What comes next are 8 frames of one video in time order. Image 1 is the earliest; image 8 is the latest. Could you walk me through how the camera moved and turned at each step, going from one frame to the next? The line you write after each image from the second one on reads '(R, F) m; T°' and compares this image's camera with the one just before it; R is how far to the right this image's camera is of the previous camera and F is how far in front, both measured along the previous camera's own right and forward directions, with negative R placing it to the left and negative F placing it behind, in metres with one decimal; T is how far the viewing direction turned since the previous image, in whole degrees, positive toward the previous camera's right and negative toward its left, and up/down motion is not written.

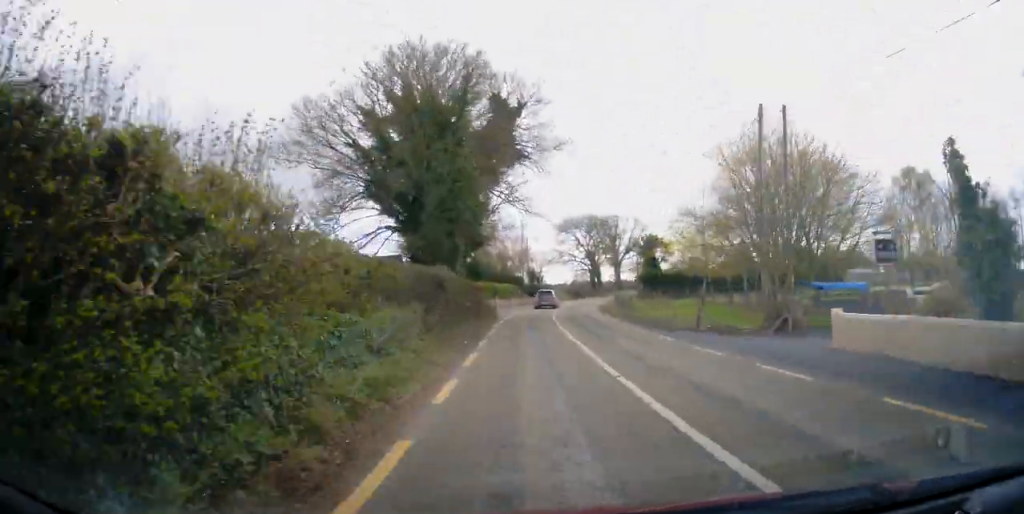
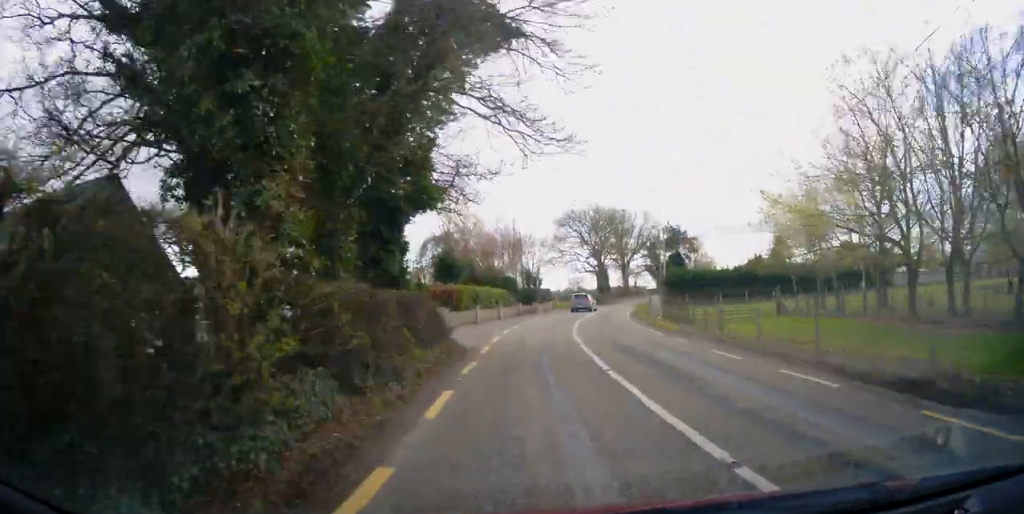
(-0.3, +17.0) m; 0°
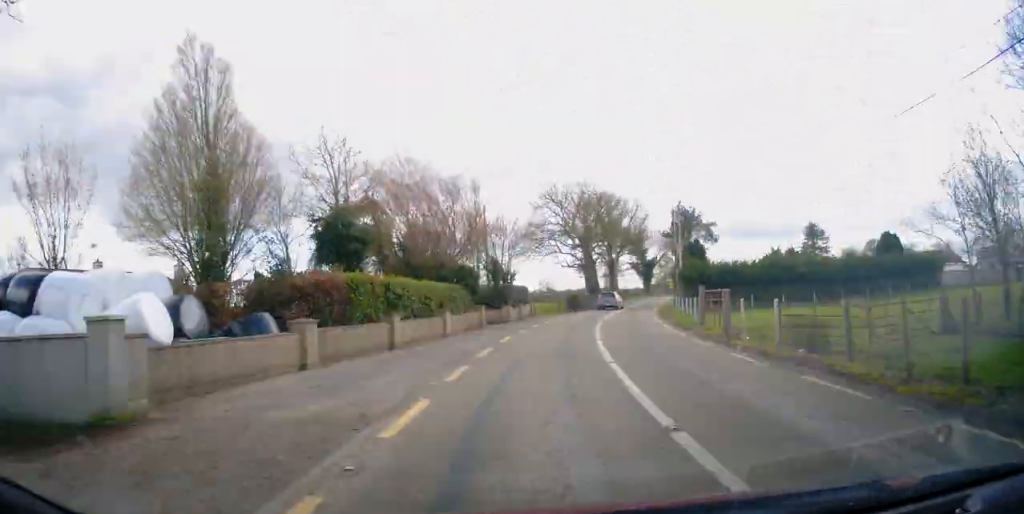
(+0.2, +16.8) m; +2°
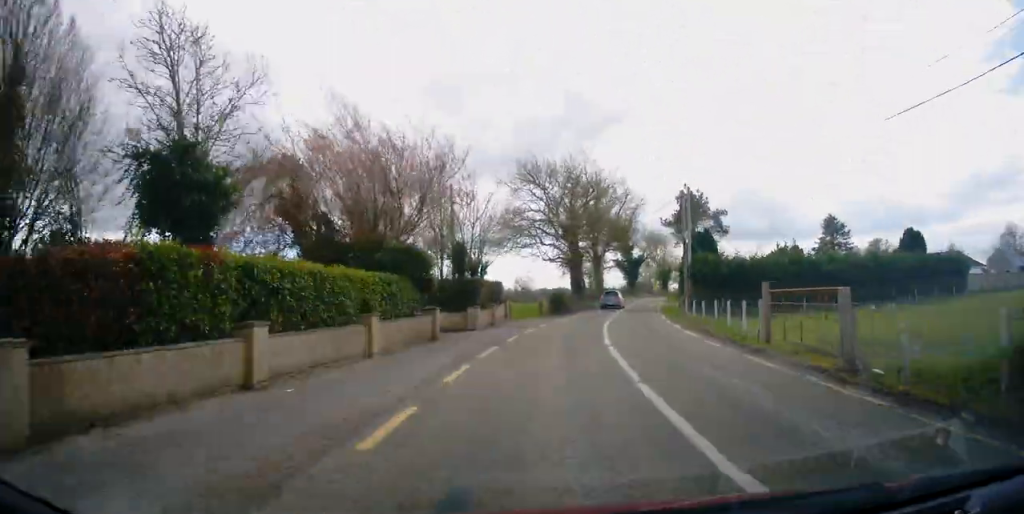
(+0.1, +8.4) m; +1°
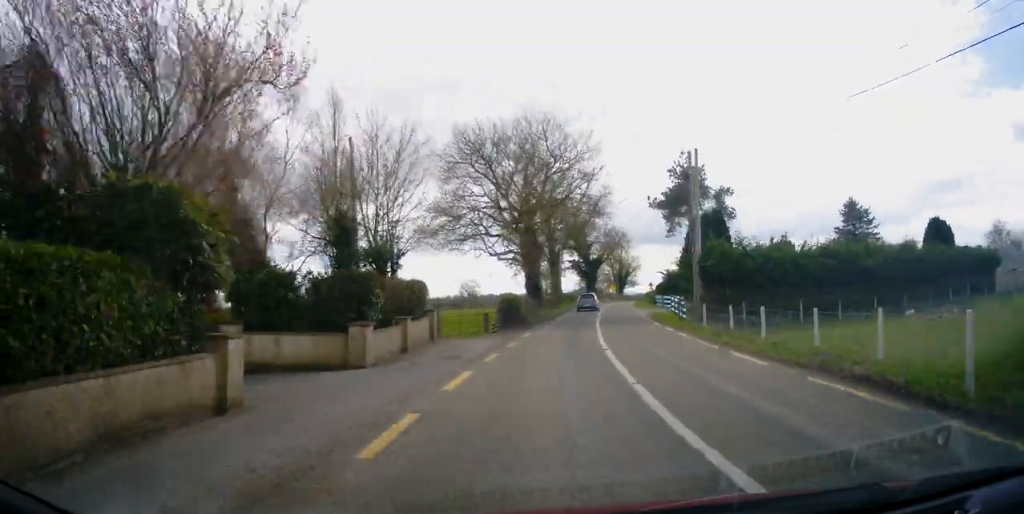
(-0.1, +12.0) m; +3°
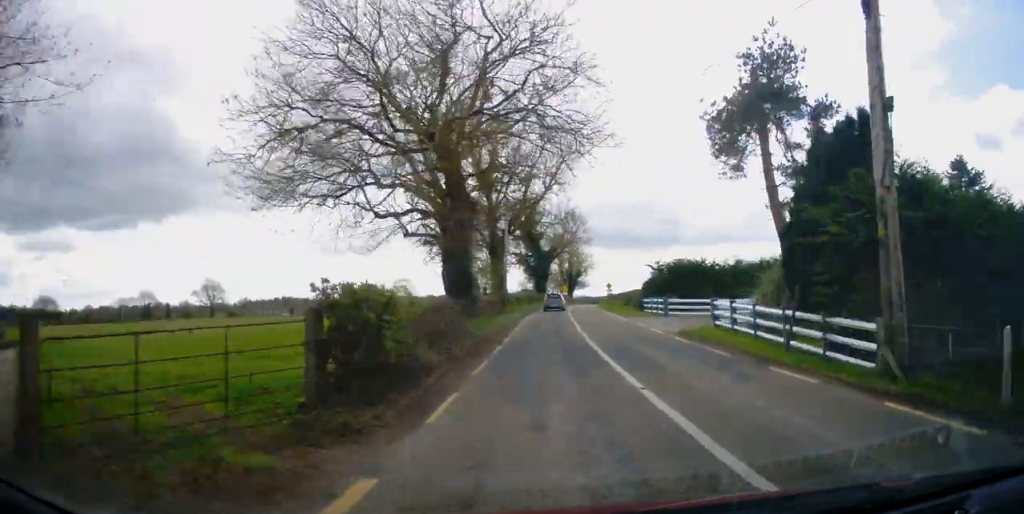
(+1.2, +18.2) m; +8°
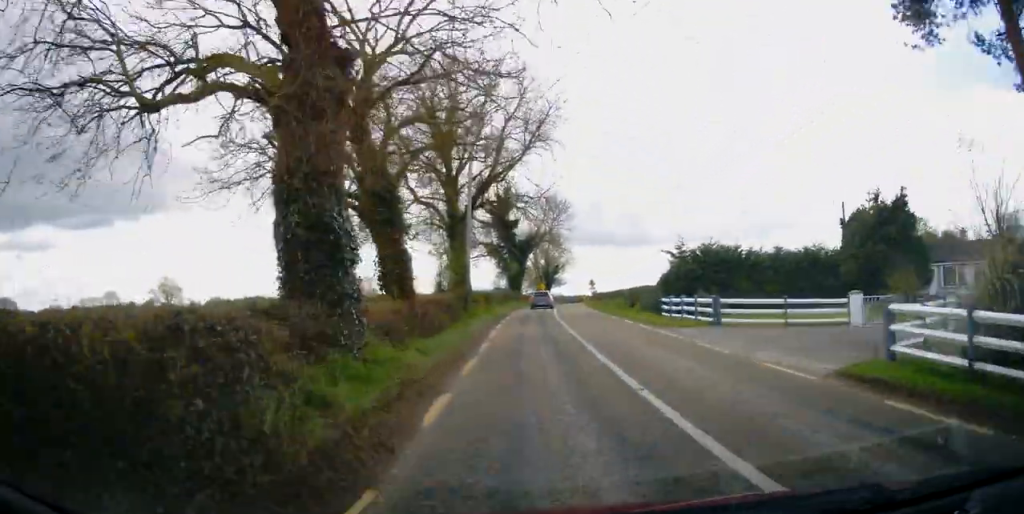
(+0.7, +12.2) m; +2°
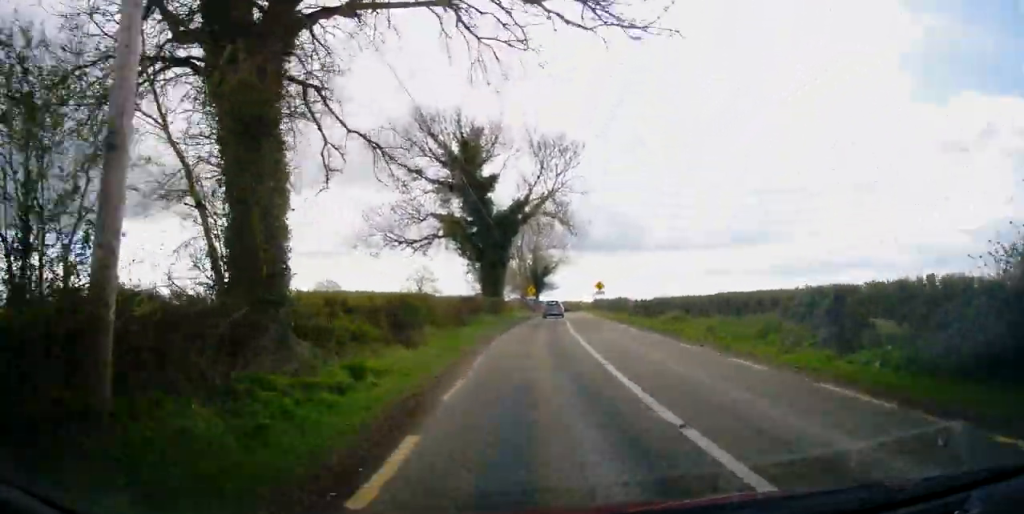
(+0.5, +25.8) m; +2°
